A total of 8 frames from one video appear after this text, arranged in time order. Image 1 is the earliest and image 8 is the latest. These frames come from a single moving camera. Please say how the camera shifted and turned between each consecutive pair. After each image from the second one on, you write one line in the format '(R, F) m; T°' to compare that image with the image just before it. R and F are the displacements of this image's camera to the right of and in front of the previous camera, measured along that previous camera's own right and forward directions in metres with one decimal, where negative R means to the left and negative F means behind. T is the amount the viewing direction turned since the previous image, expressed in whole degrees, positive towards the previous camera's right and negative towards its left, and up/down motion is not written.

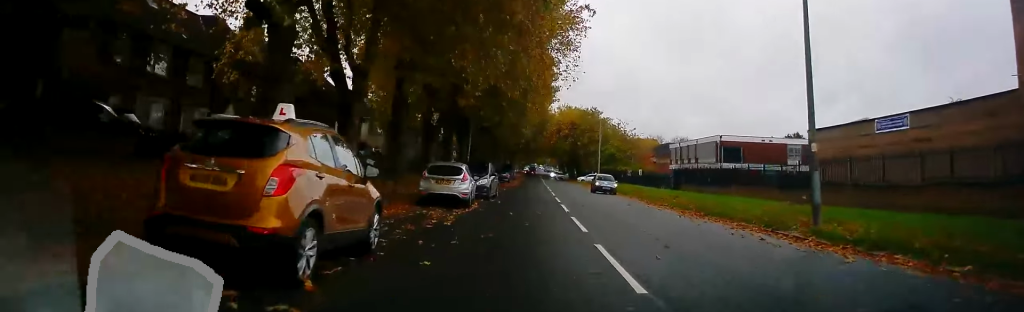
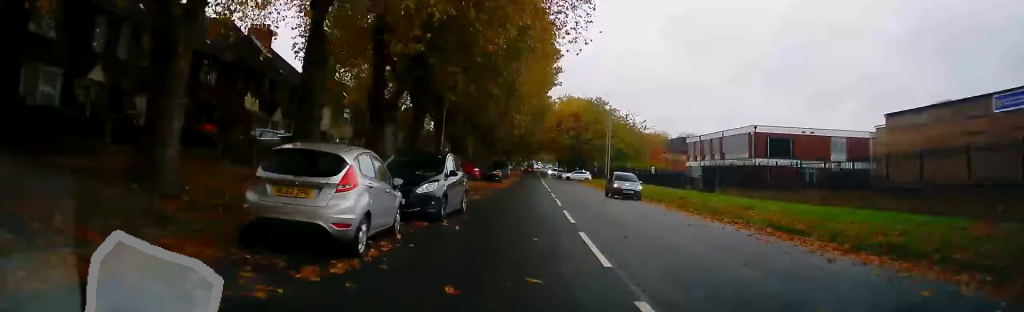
(+0.2, +11.9) m; 0°
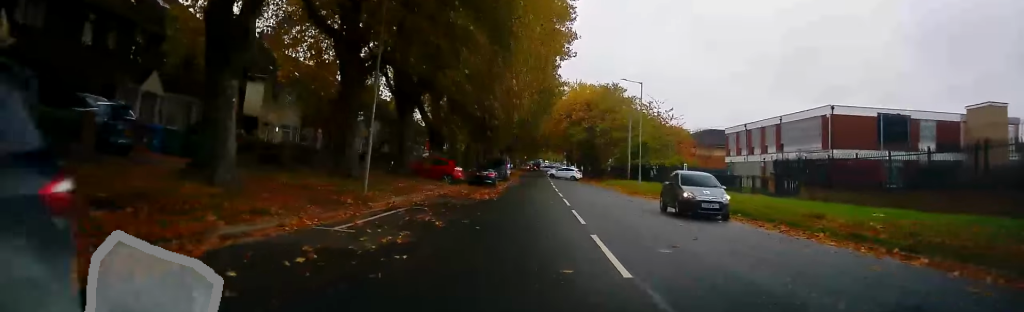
(-0.1, +14.9) m; 0°
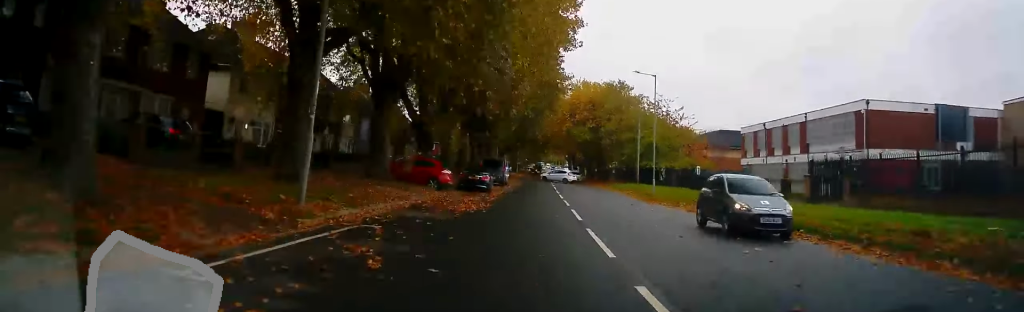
(+0.1, +4.9) m; 0°
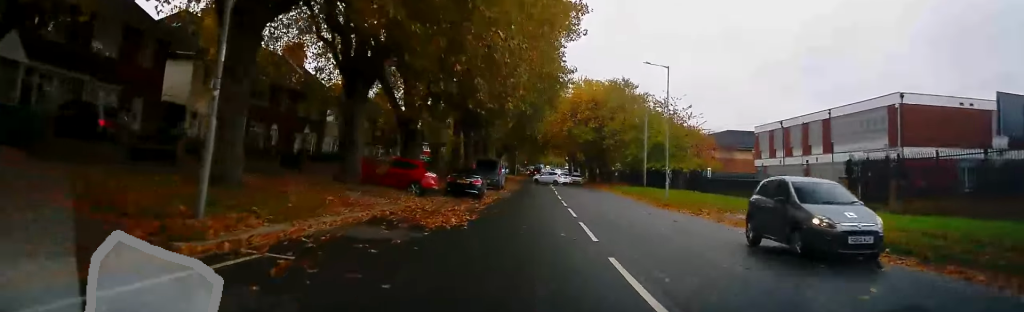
(-0.1, +4.1) m; -1°
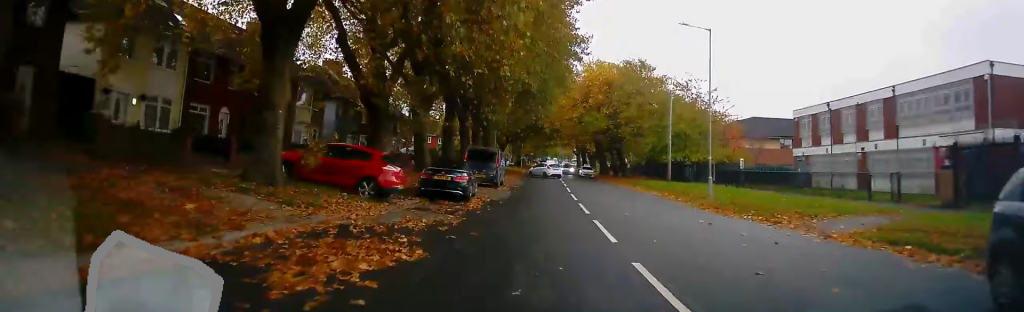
(-0.2, +7.9) m; -1°
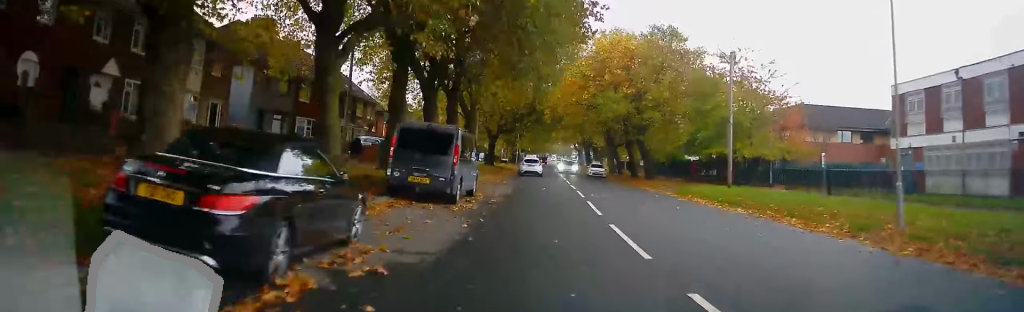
(-0.6, +15.9) m; -4°
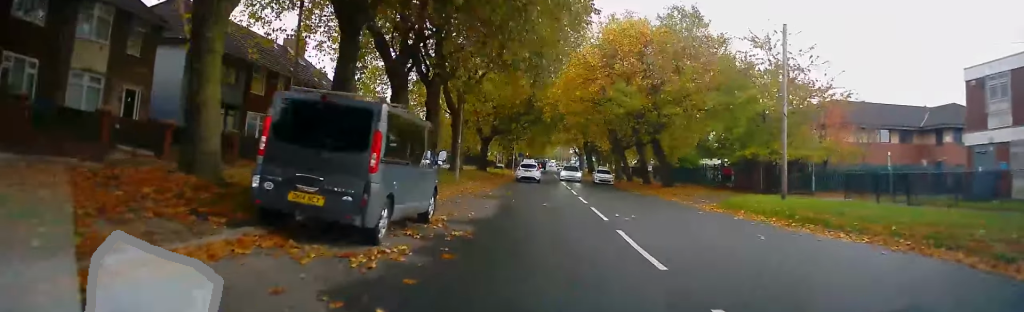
(+0.2, +7.9) m; +3°
